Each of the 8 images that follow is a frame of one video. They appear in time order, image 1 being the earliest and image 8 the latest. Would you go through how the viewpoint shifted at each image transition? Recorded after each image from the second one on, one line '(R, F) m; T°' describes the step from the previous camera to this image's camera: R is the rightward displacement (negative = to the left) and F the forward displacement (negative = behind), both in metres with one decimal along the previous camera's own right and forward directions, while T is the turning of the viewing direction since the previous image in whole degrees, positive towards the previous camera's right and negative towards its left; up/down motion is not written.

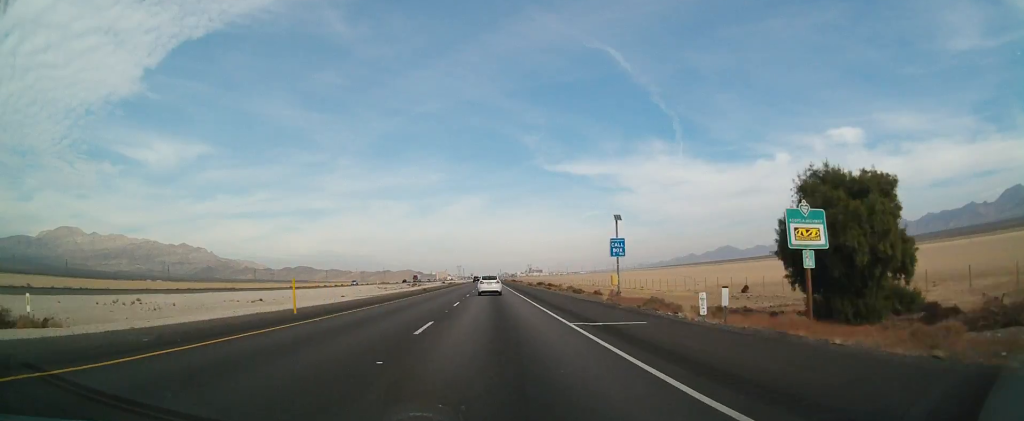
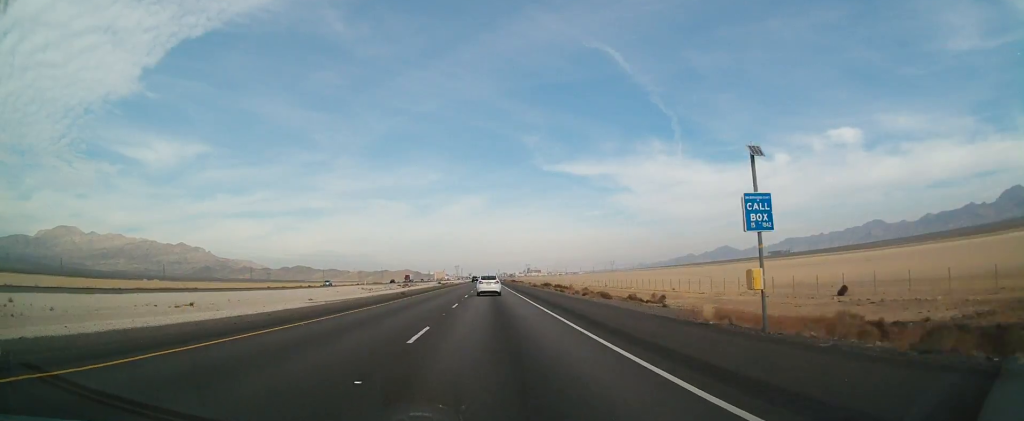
(0.0, +16.6) m; 0°
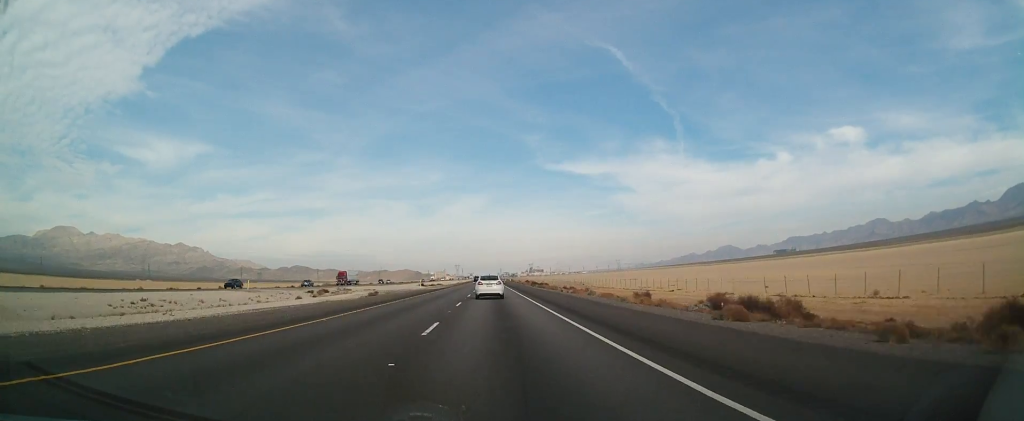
(+0.9, +86.2) m; +1°
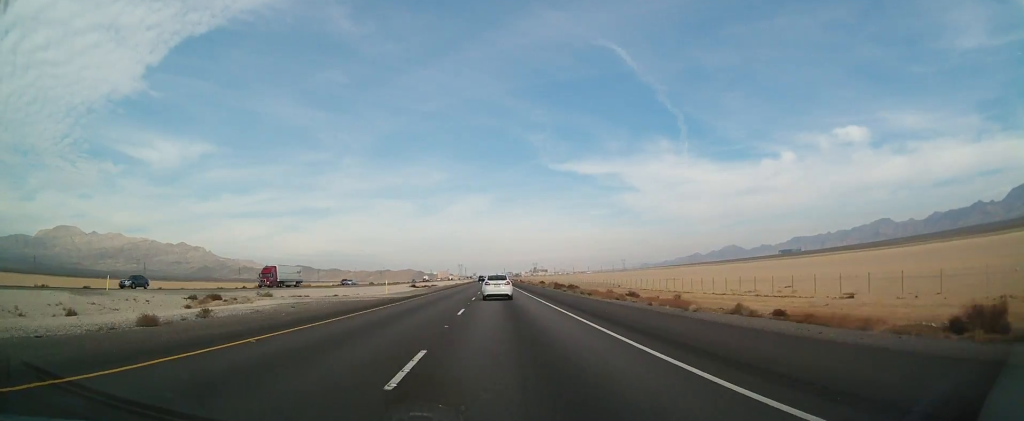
(0.0, +36.4) m; 0°
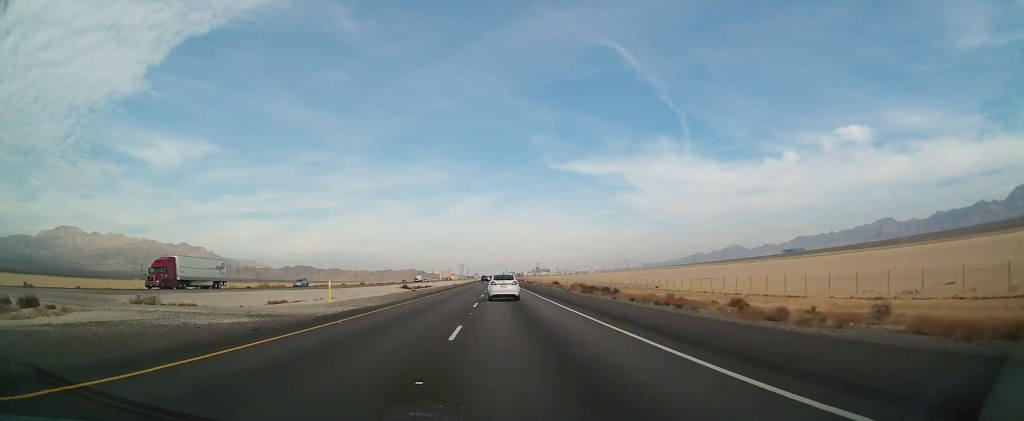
(-0.1, +23.5) m; 0°
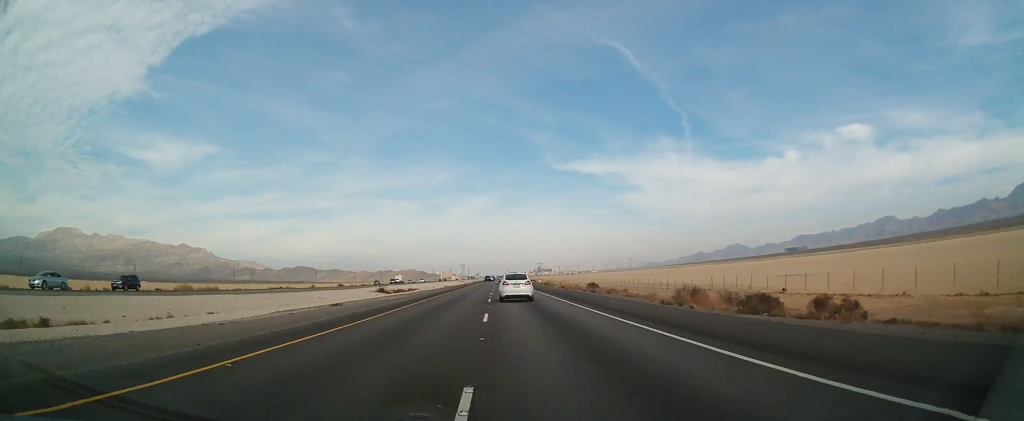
(-0.1, +38.7) m; 0°
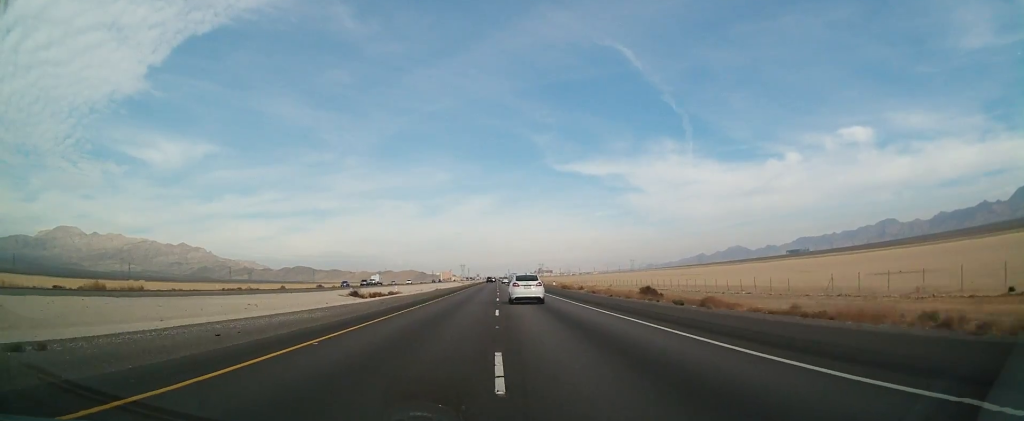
(+0.2, +25.8) m; 0°
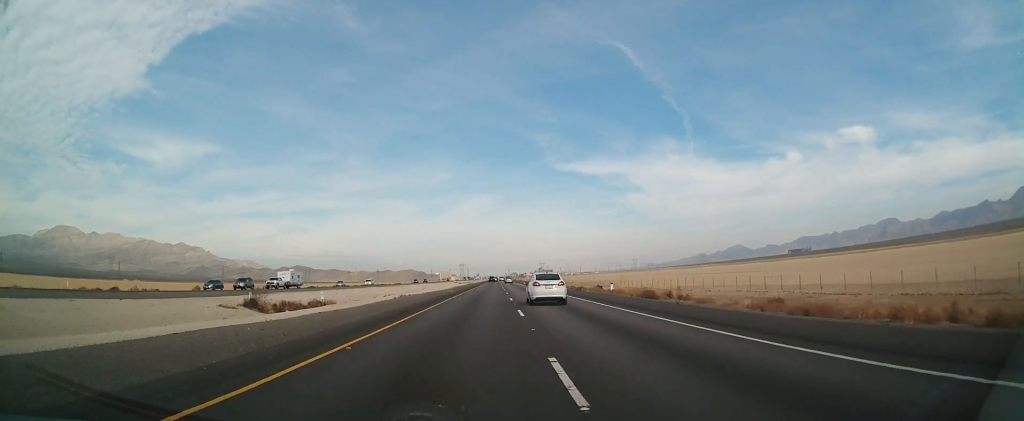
(-0.4, +44.5) m; -1°
